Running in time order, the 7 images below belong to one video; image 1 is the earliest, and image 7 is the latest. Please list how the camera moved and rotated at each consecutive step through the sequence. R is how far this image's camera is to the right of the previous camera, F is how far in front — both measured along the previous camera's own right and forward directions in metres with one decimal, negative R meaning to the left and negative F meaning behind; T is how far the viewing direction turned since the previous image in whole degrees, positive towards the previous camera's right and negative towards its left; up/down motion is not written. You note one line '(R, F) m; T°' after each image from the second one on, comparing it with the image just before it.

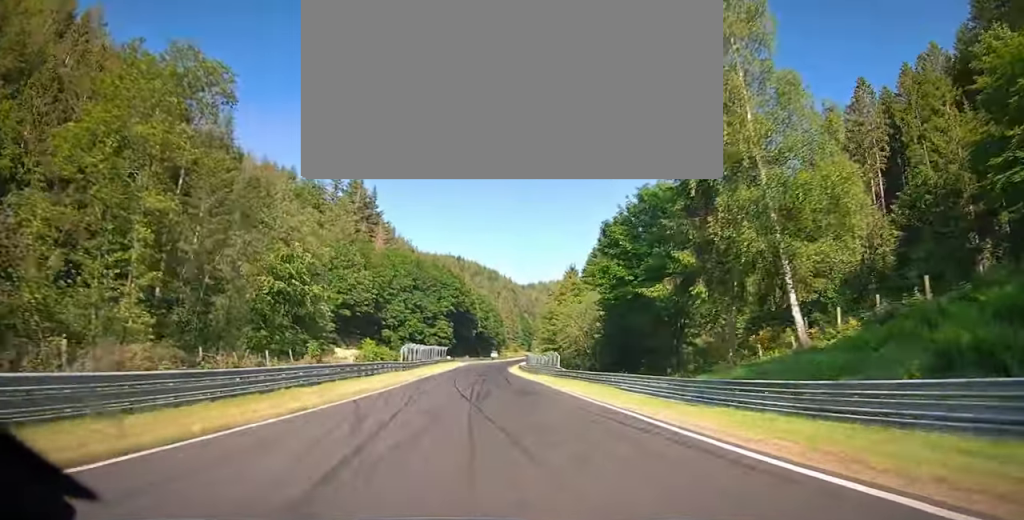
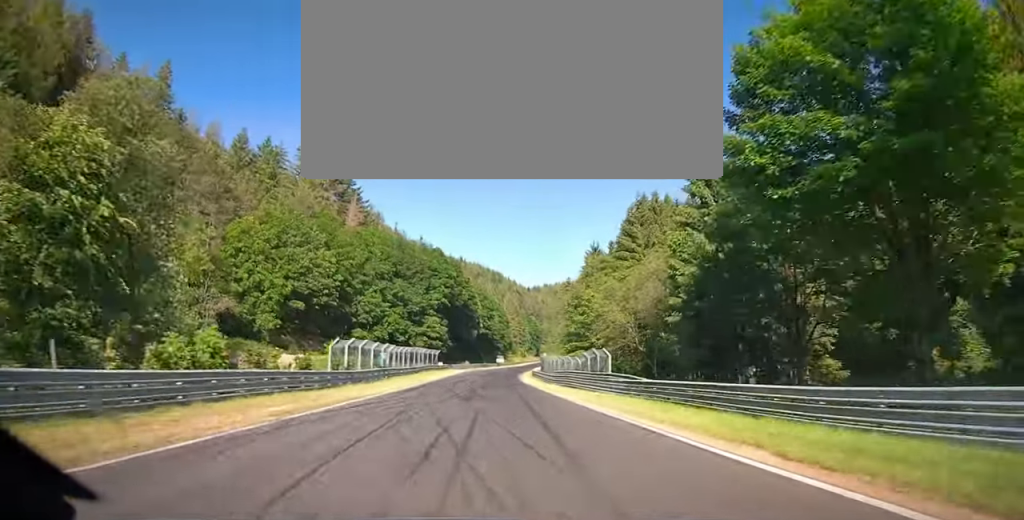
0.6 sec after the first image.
(-1.0, +25.0) m; -4°
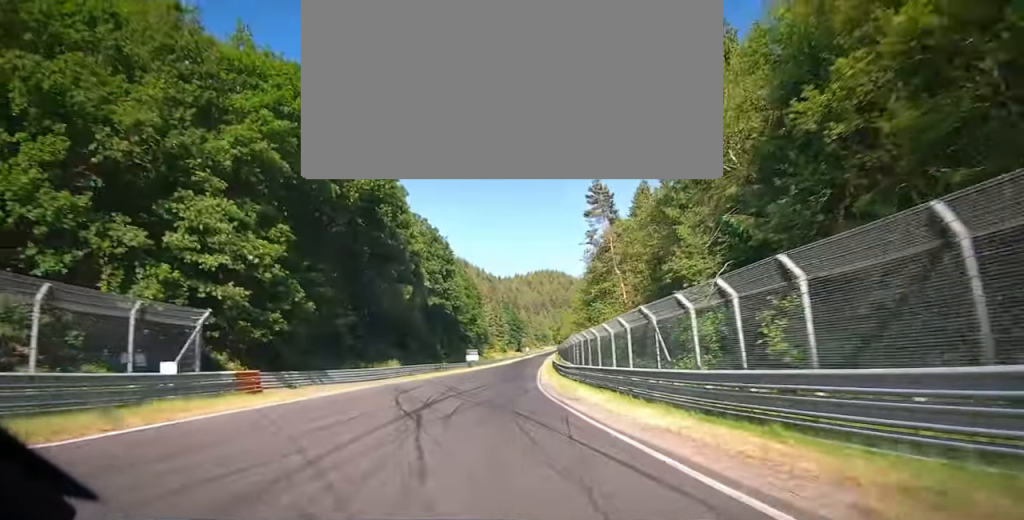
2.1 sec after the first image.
(-1.8, +69.0) m; +3°
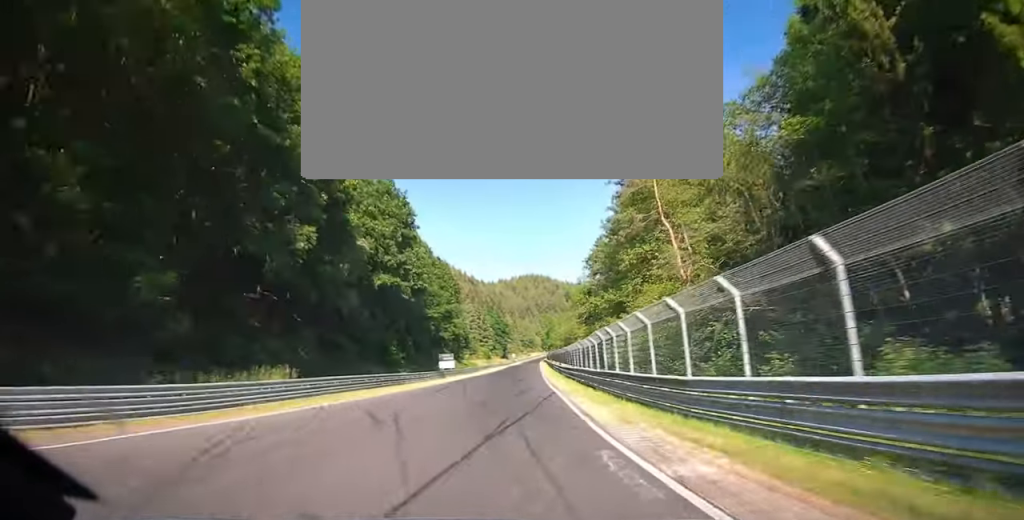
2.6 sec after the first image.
(+0.6, +24.9) m; +3°
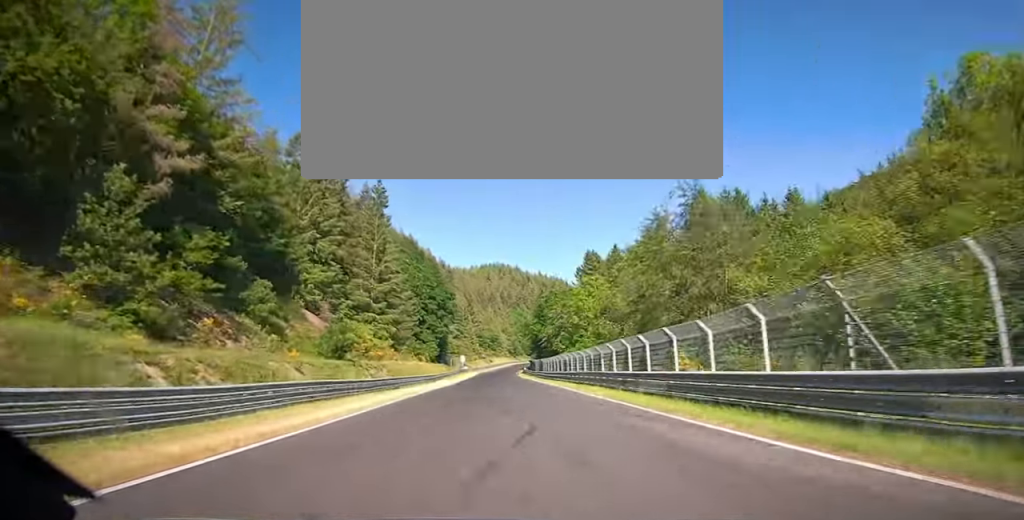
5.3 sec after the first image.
(+11.7, +131.3) m; +7°
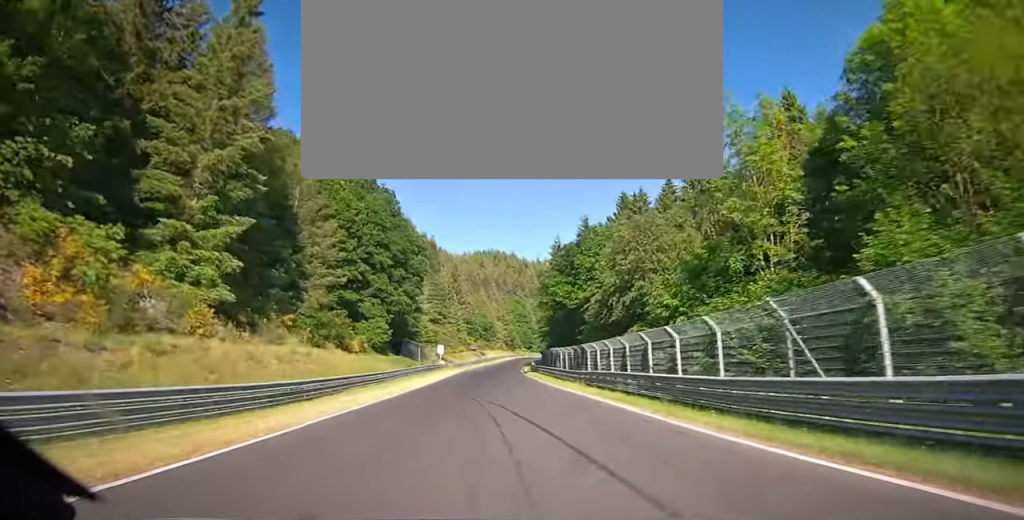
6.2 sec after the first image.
(0.0, +45.6) m; 0°
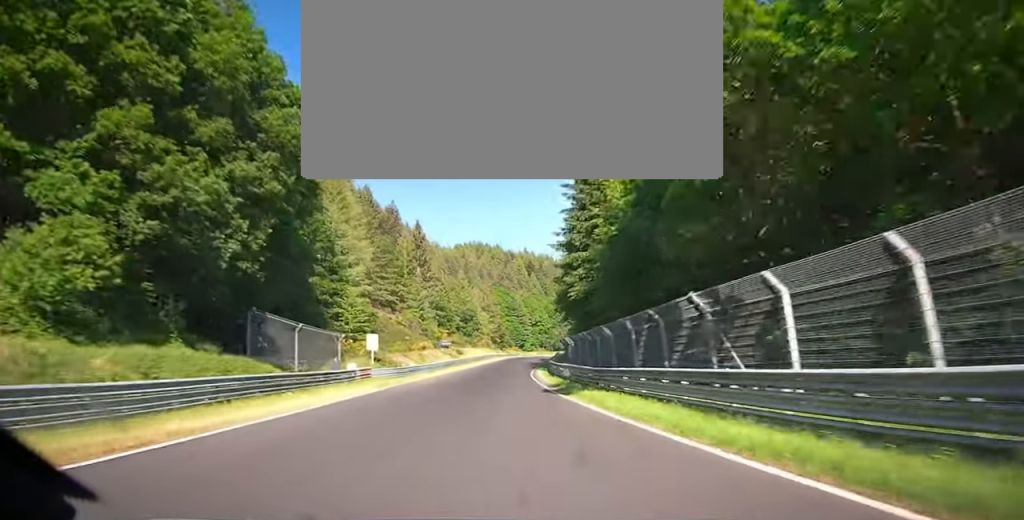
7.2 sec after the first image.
(+0.3, +47.3) m; -1°
